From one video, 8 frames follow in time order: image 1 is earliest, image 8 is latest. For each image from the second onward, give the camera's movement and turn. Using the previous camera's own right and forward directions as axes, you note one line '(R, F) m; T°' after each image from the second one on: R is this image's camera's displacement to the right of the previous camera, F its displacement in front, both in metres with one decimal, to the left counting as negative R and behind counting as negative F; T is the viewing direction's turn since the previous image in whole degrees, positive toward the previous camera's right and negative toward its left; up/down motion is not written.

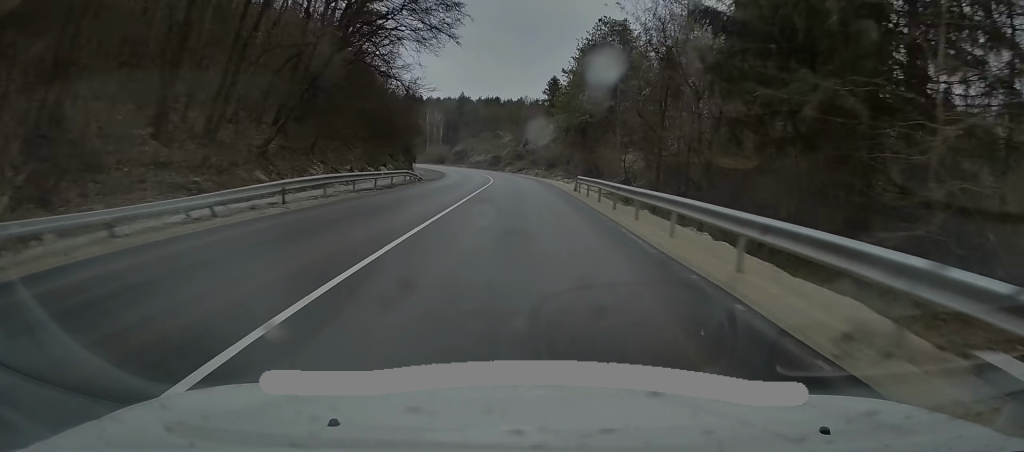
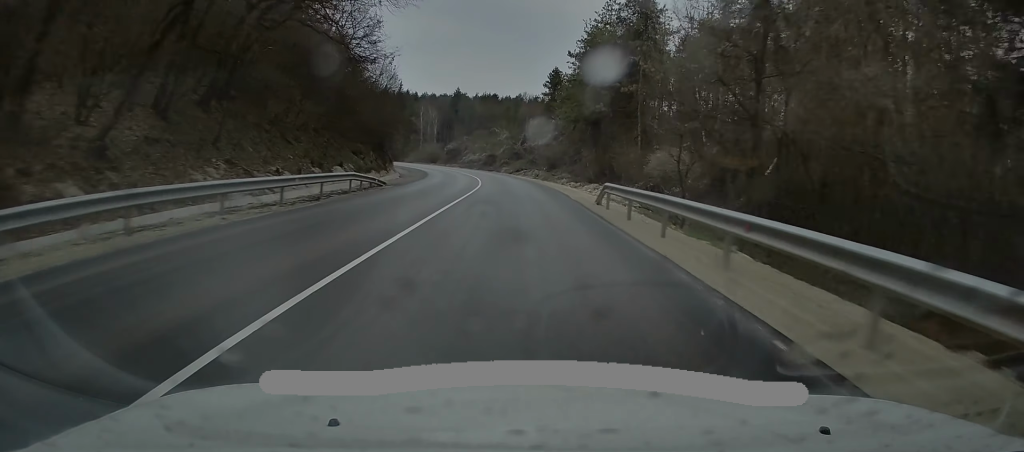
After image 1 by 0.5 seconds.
(-0.1, +11.6) m; 0°
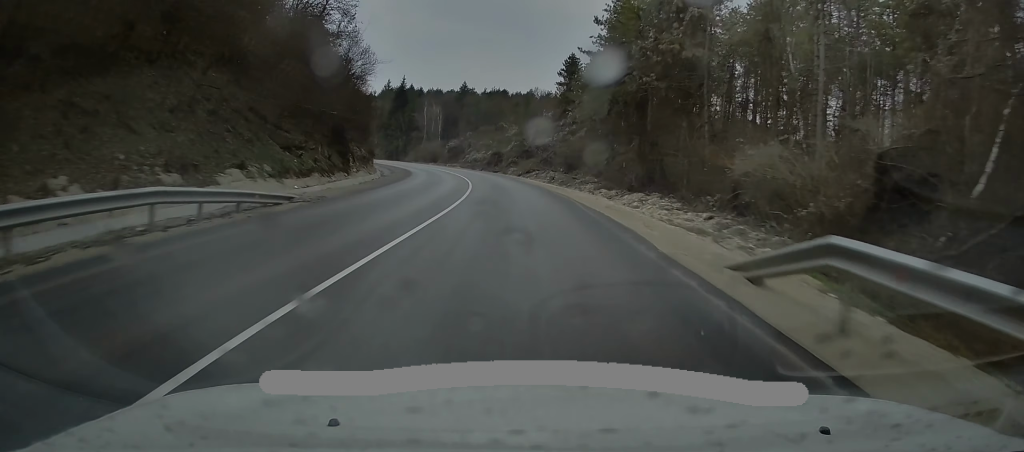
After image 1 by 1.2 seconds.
(0.0, +15.3) m; 0°
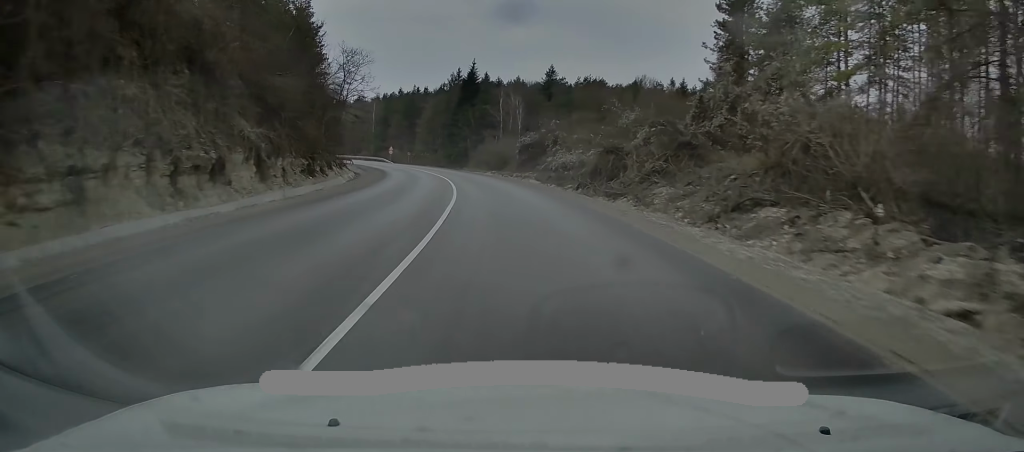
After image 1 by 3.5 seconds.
(-1.7, +49.5) m; -6°
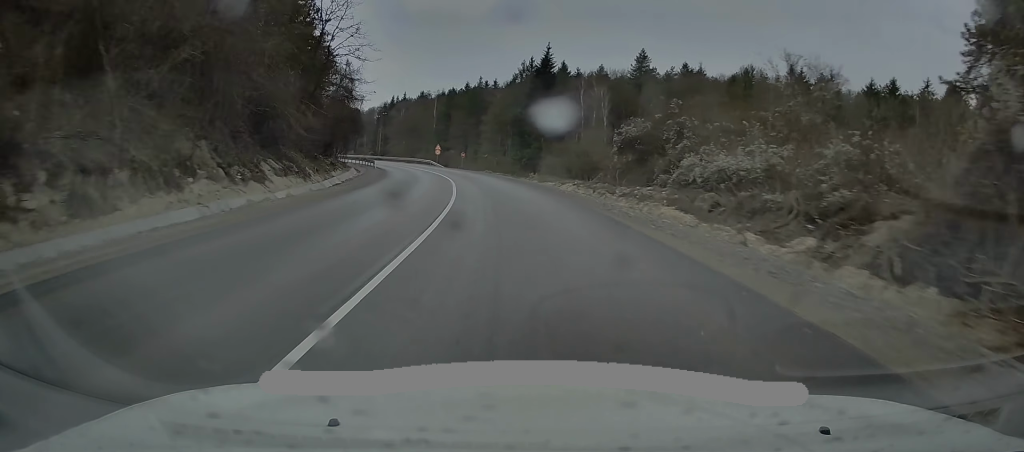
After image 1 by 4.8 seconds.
(-1.6, +29.2) m; -6°
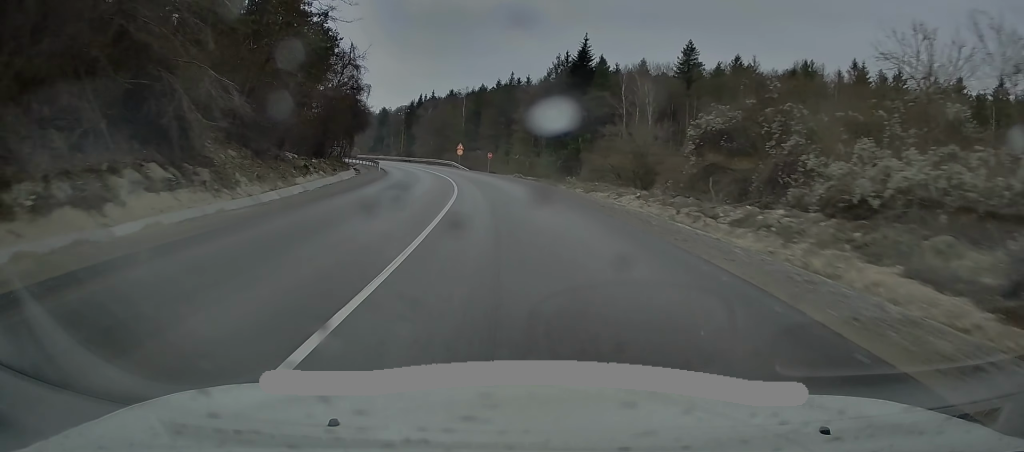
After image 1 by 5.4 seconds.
(-0.3, +13.2) m; -3°
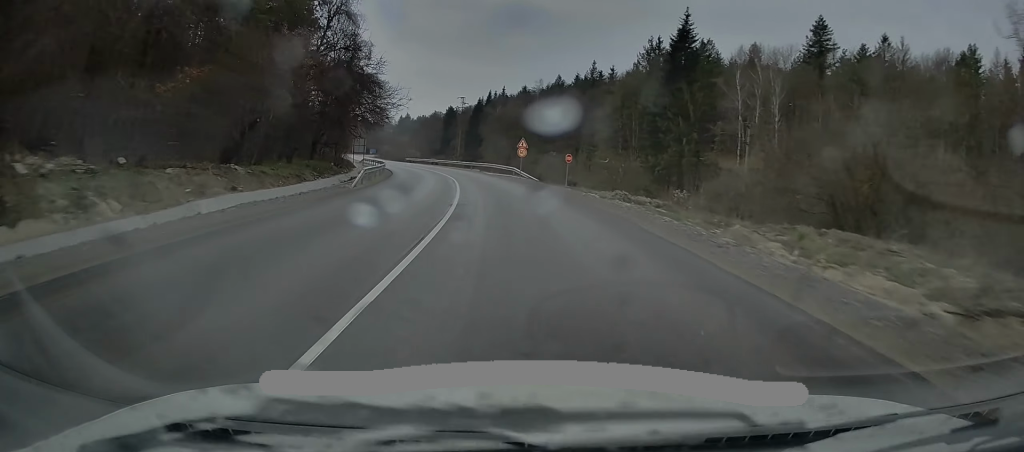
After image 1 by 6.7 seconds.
(-1.6, +28.4) m; -7°
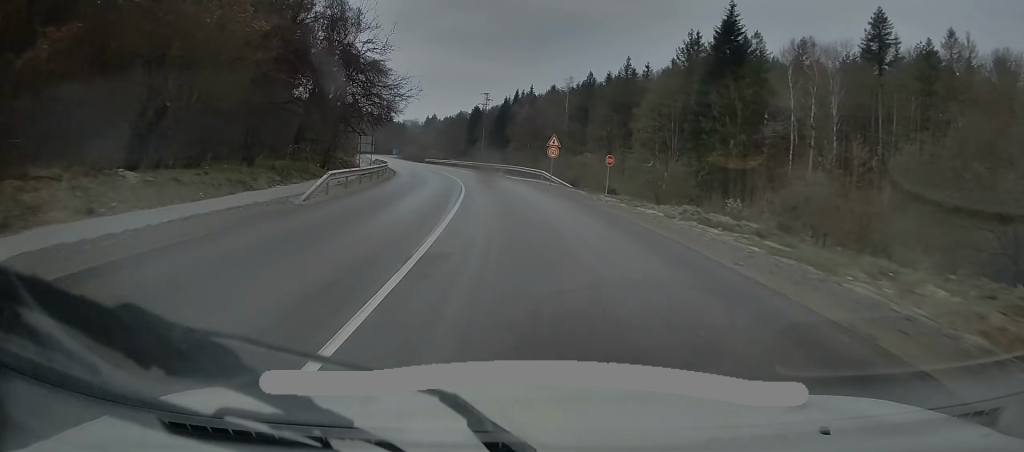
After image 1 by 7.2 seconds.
(-0.4, +10.0) m; -2°
